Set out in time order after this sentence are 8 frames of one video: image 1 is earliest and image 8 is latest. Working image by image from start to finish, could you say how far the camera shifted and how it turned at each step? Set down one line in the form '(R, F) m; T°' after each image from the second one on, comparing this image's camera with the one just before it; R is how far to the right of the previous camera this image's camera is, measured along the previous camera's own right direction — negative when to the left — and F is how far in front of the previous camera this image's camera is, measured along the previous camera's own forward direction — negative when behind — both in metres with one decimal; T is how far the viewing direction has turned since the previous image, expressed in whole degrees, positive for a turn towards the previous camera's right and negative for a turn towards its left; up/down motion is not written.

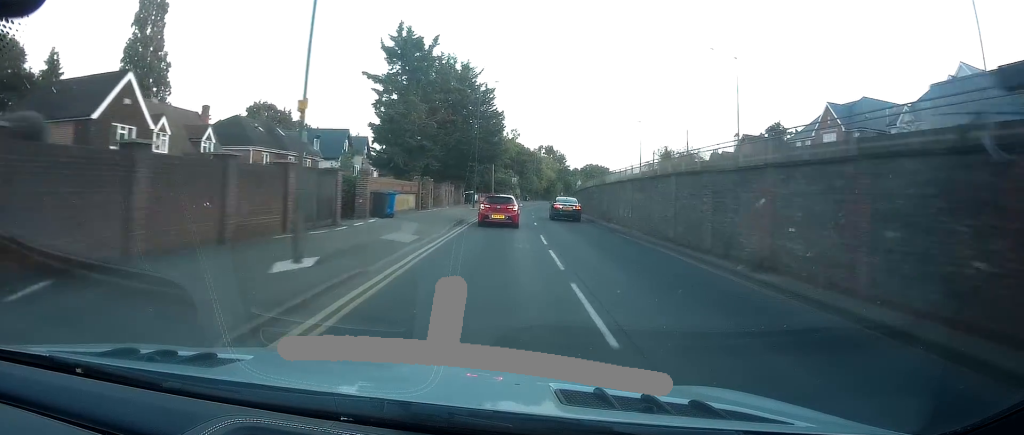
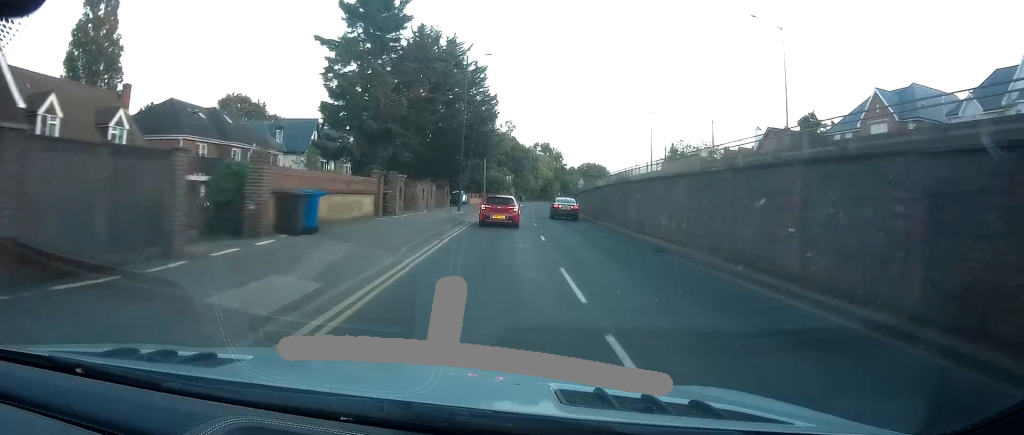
(0.0, +9.4) m; 0°
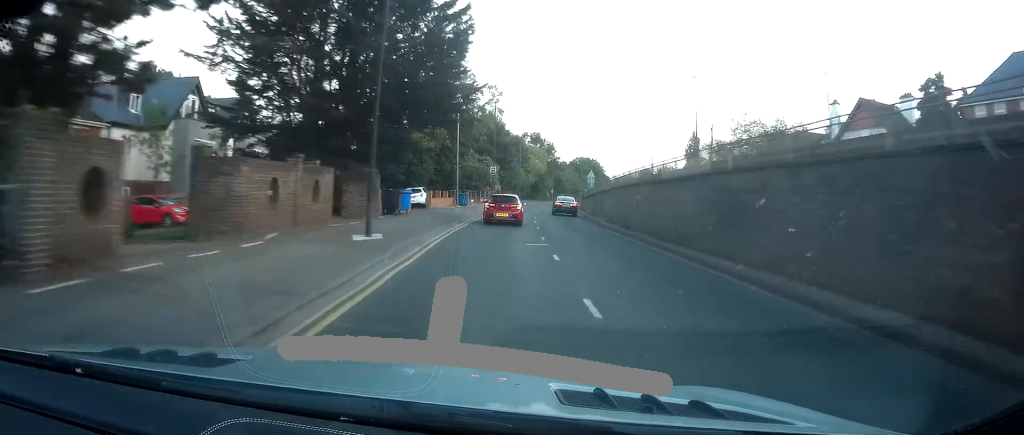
(0.0, +21.7) m; 0°
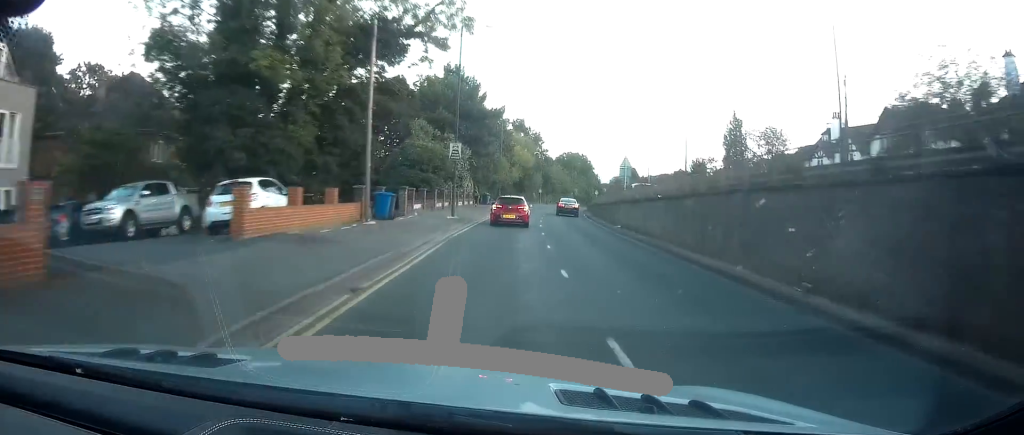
(+0.5, +25.1) m; +2°
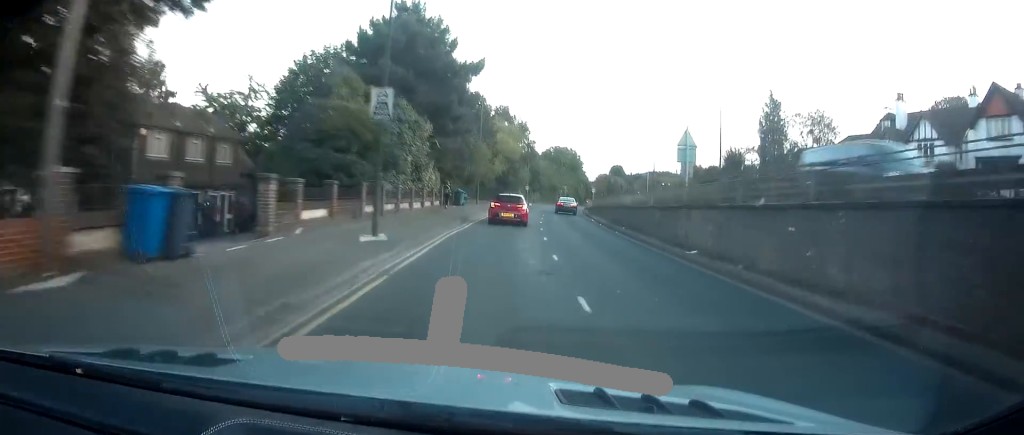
(+0.1, +14.7) m; +1°
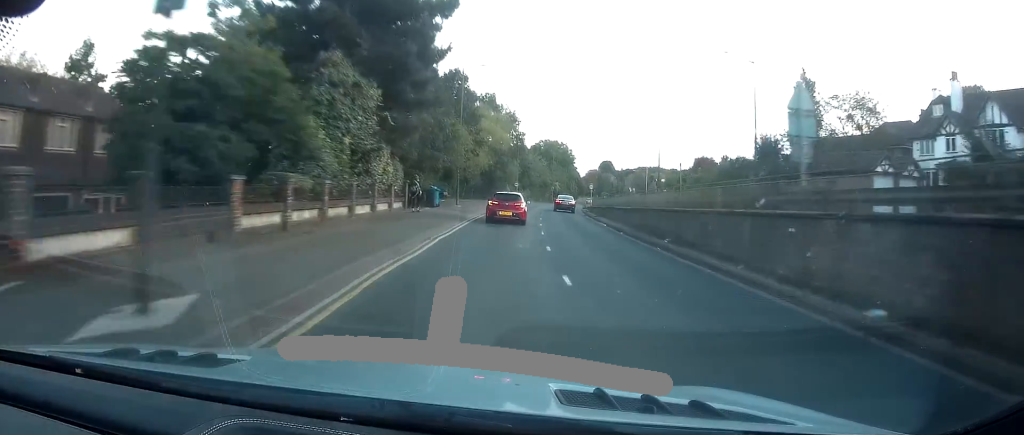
(0.0, +9.3) m; +1°
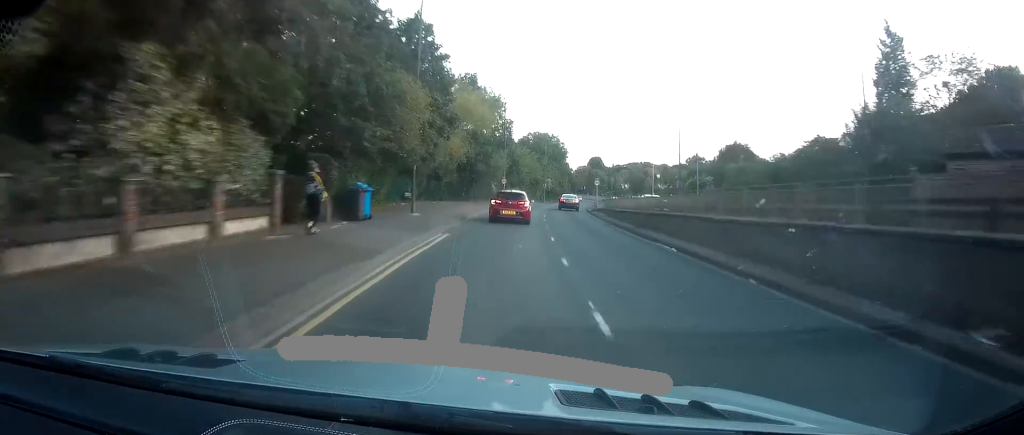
(+0.1, +14.7) m; +2°
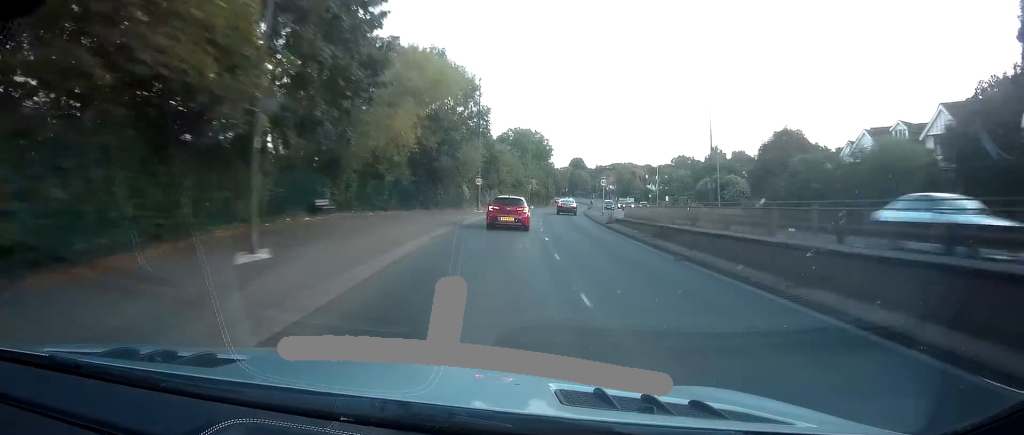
(+0.3, +15.7) m; +3°
